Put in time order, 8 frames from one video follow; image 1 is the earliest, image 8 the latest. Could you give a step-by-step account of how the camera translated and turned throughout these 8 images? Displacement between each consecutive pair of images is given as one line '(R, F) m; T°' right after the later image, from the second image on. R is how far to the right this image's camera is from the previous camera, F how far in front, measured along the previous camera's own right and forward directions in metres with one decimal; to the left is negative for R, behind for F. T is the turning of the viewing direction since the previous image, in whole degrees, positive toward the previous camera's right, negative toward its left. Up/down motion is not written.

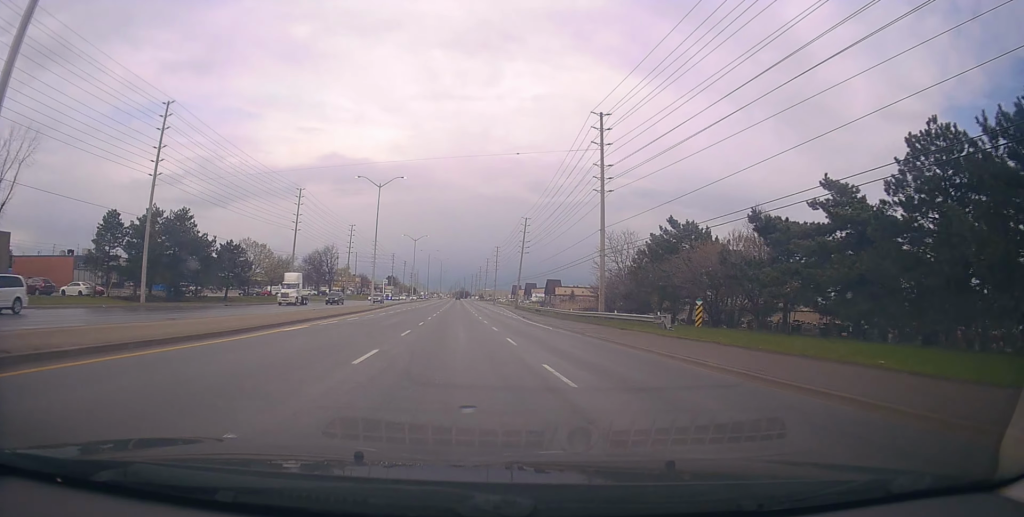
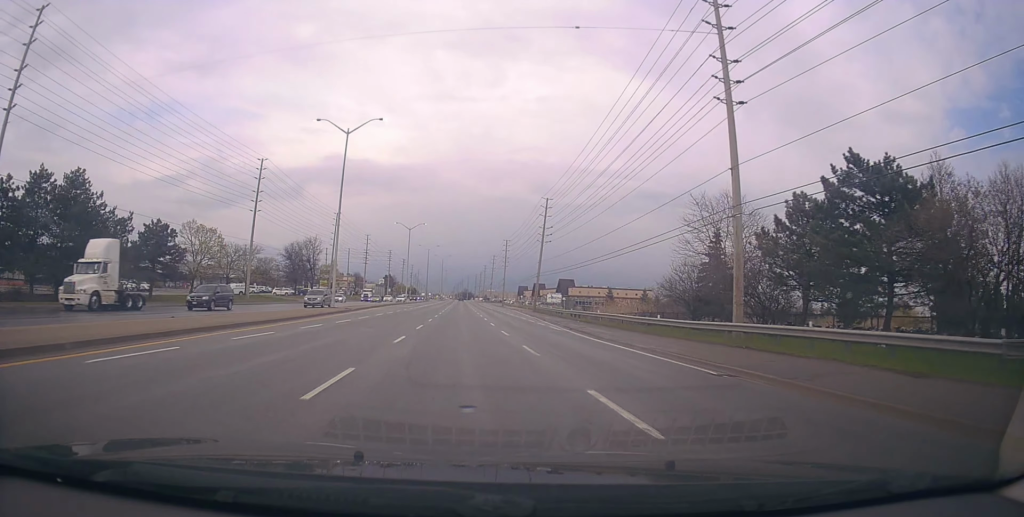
(-0.3, +21.7) m; 0°
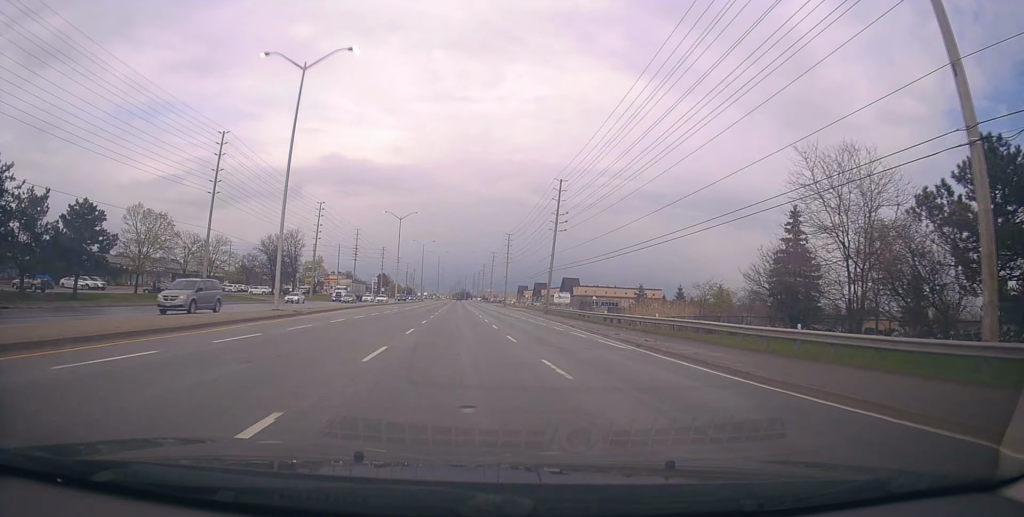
(+0.1, +13.3) m; +1°
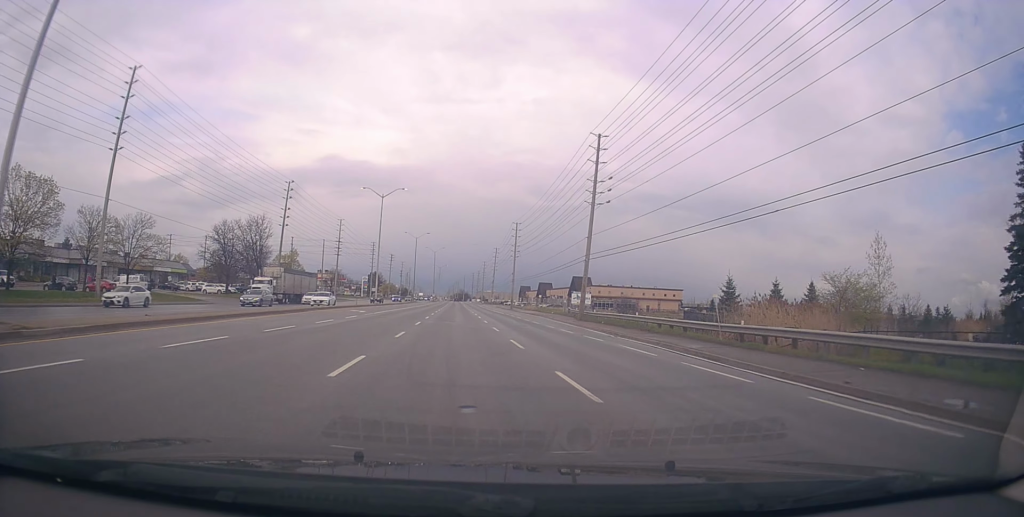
(+0.5, +20.5) m; +2°
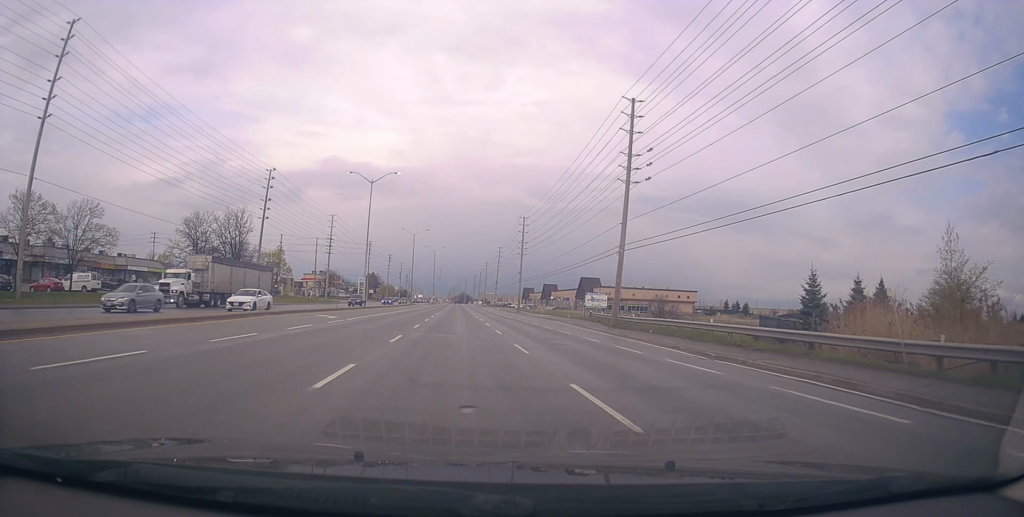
(+0.1, +10.3) m; 0°
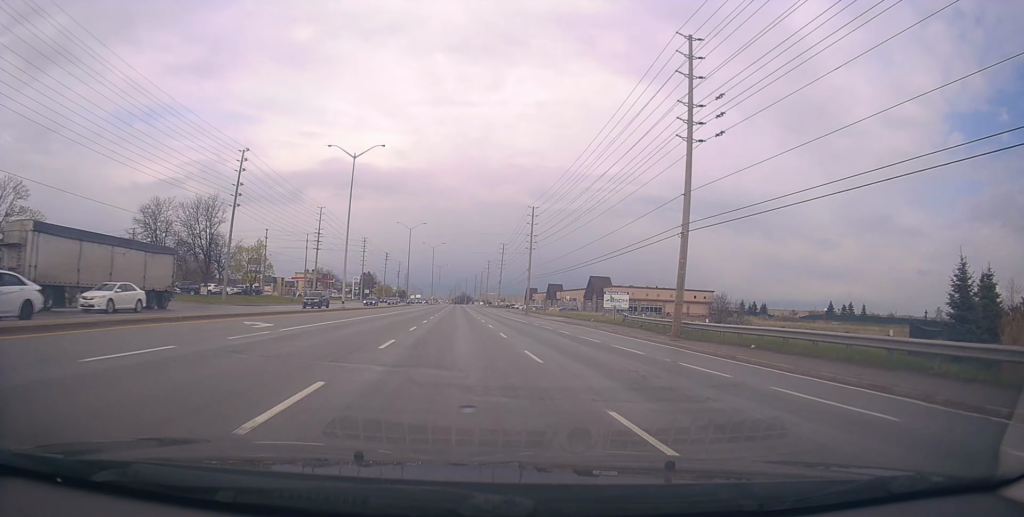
(-0.1, +11.2) m; -2°
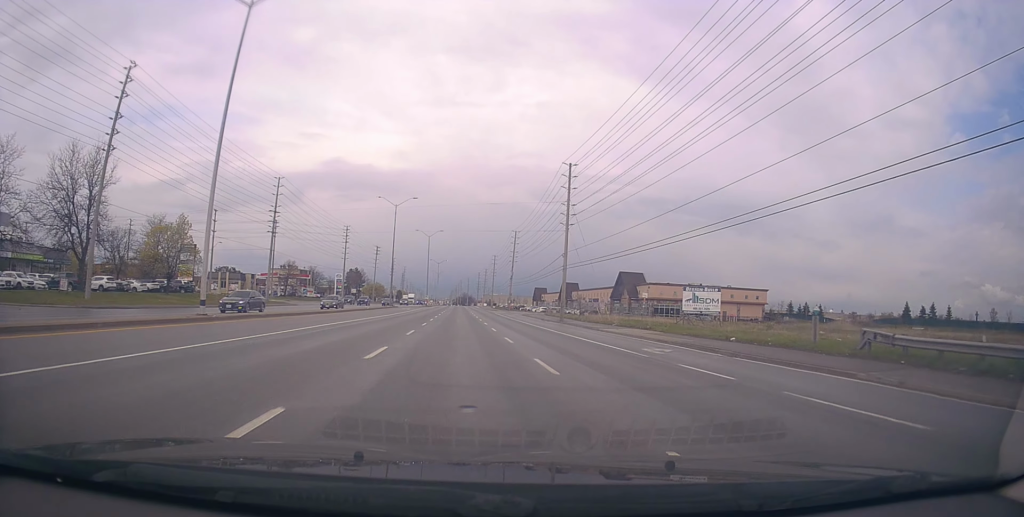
(-0.7, +29.0) m; -1°
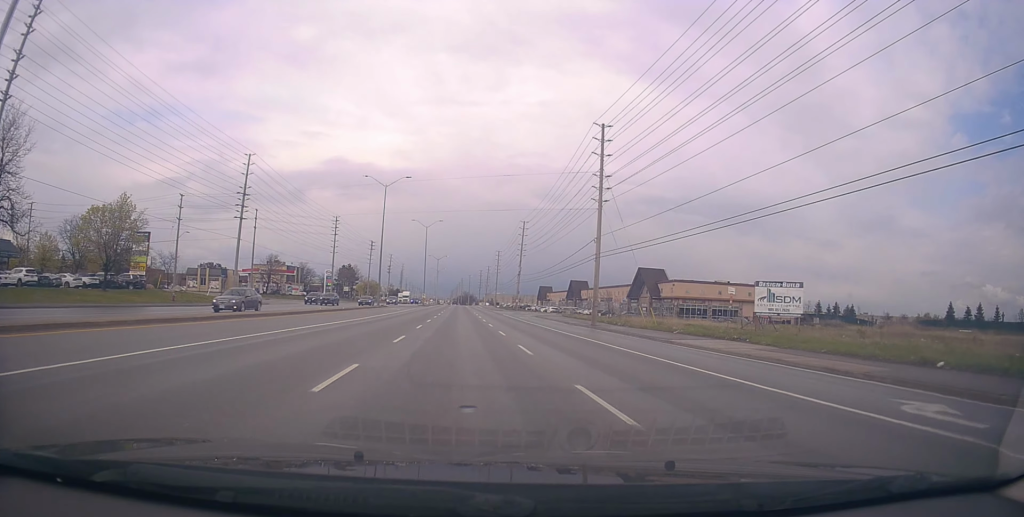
(+0.1, +13.6) m; 0°
